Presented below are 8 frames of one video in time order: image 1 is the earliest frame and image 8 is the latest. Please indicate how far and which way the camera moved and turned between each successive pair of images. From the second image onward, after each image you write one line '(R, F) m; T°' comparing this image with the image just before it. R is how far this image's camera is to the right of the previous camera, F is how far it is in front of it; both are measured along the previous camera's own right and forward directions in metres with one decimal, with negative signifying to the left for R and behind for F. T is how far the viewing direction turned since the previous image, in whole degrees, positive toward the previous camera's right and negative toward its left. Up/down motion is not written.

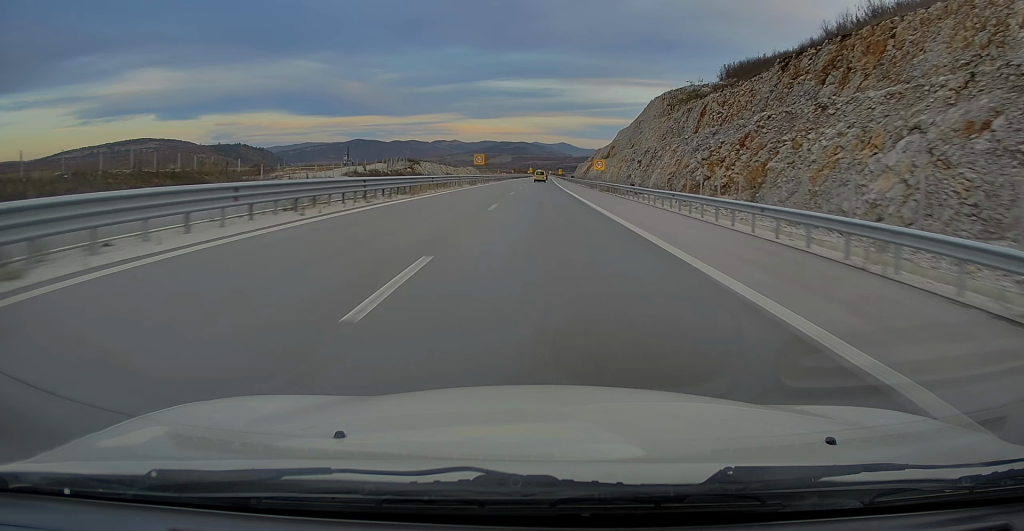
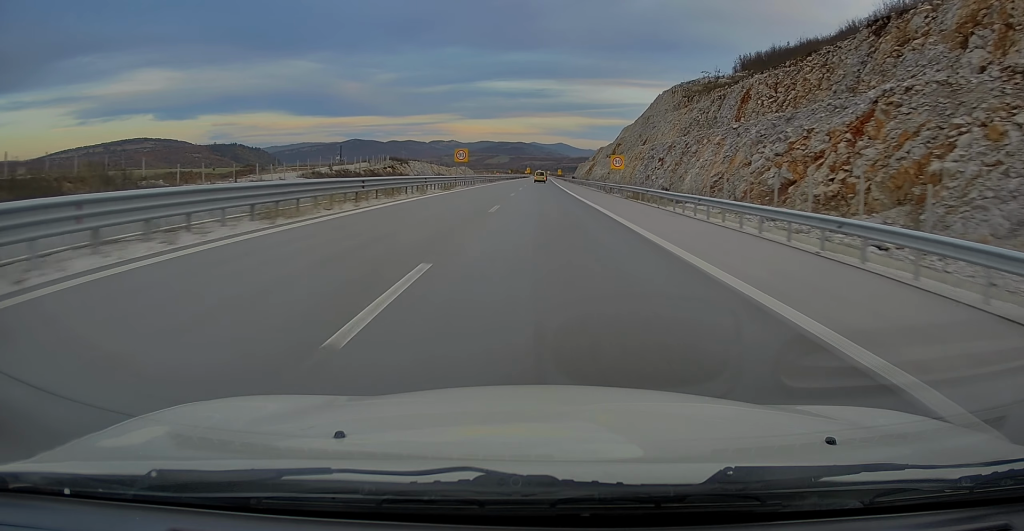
(0.0, +16.5) m; +1°
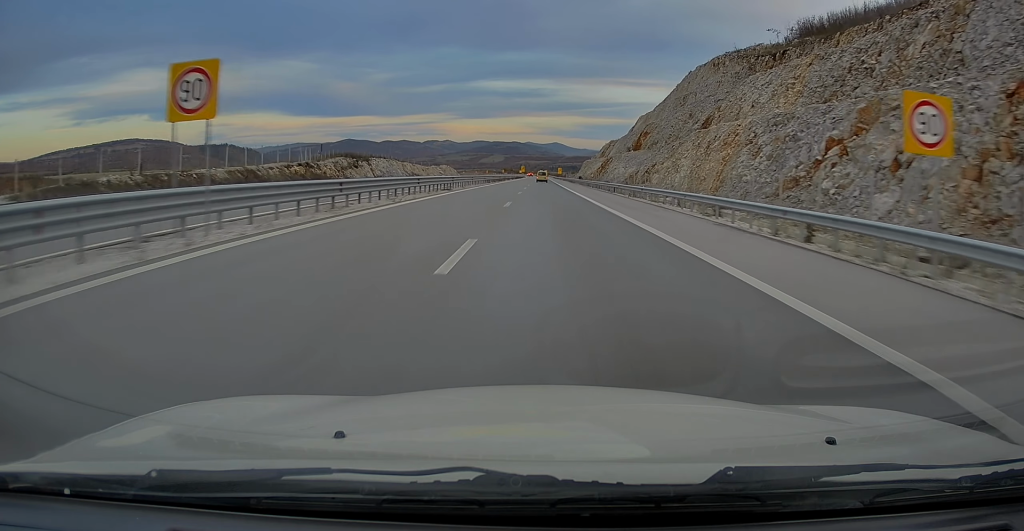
(+0.3, +44.0) m; 0°
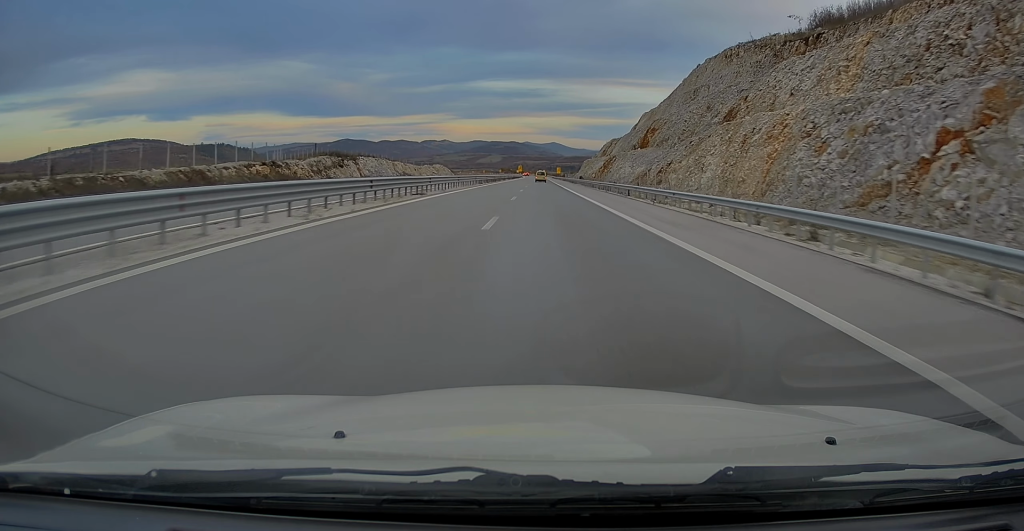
(-0.2, +9.7) m; 0°
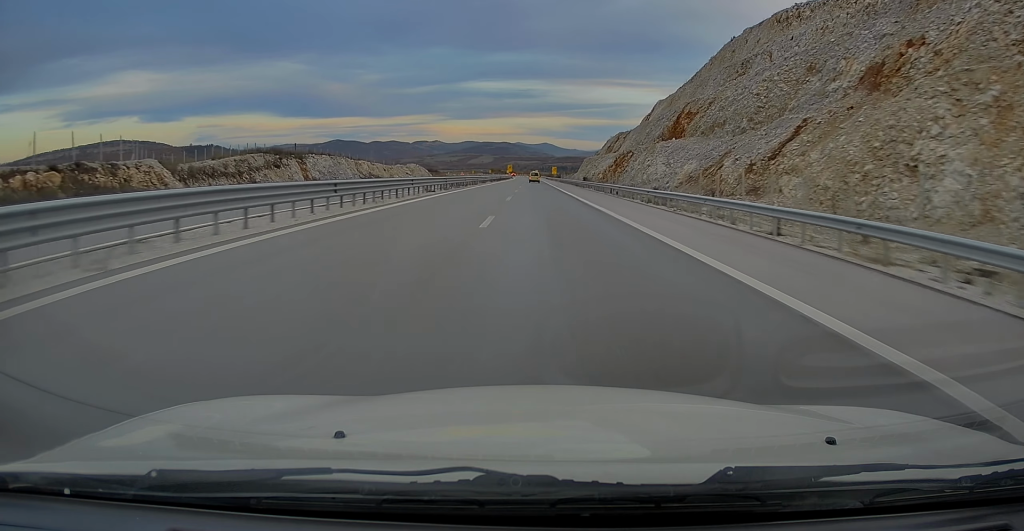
(+0.6, +30.6) m; +1°
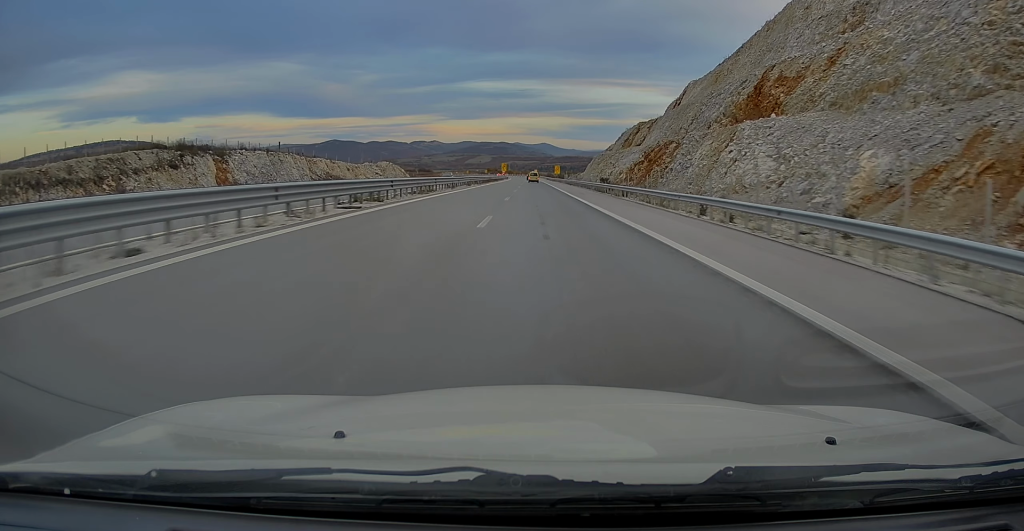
(0.0, +31.4) m; 0°
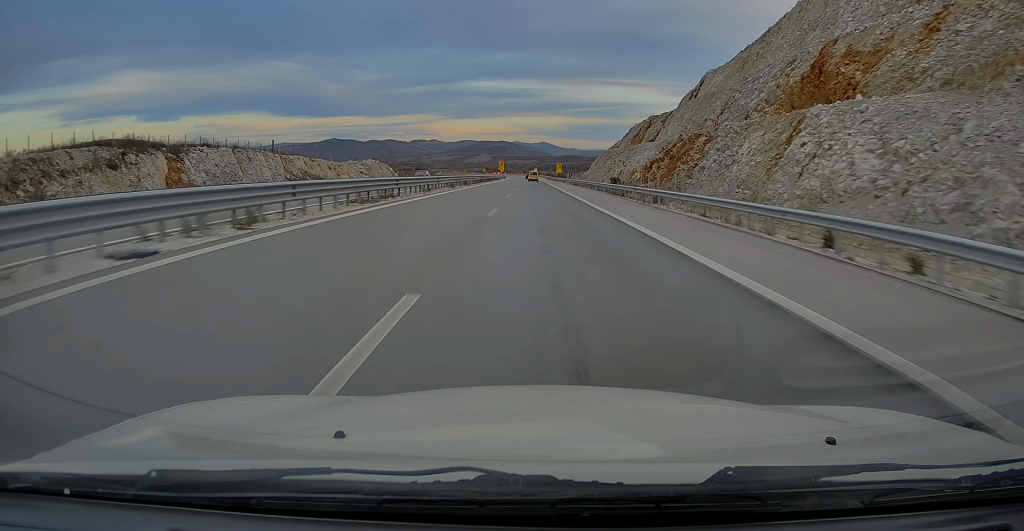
(0.0, +12.1) m; 0°
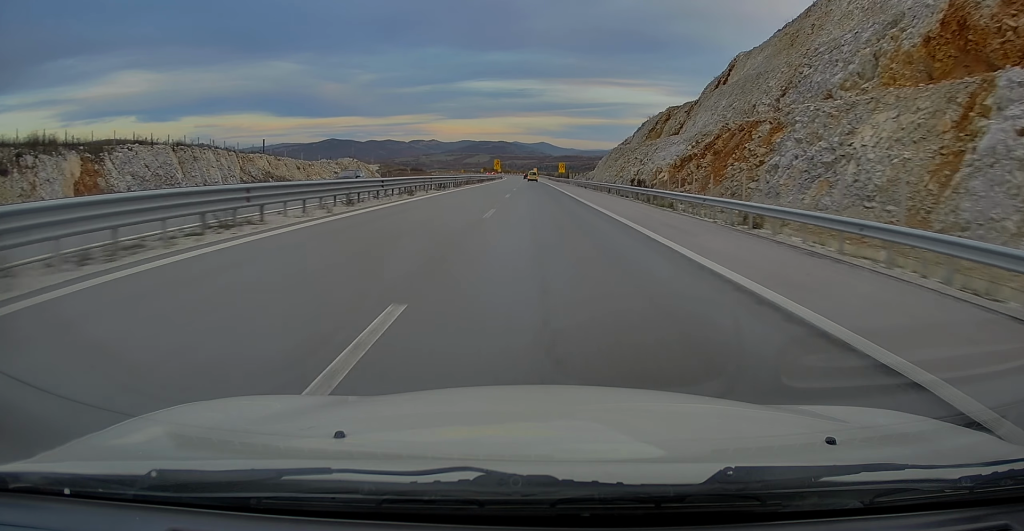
(0.0, +16.2) m; 0°
